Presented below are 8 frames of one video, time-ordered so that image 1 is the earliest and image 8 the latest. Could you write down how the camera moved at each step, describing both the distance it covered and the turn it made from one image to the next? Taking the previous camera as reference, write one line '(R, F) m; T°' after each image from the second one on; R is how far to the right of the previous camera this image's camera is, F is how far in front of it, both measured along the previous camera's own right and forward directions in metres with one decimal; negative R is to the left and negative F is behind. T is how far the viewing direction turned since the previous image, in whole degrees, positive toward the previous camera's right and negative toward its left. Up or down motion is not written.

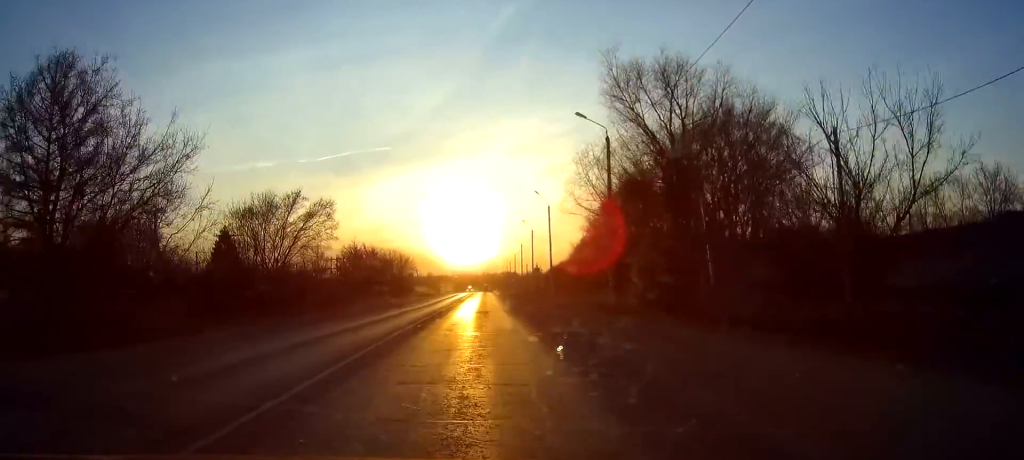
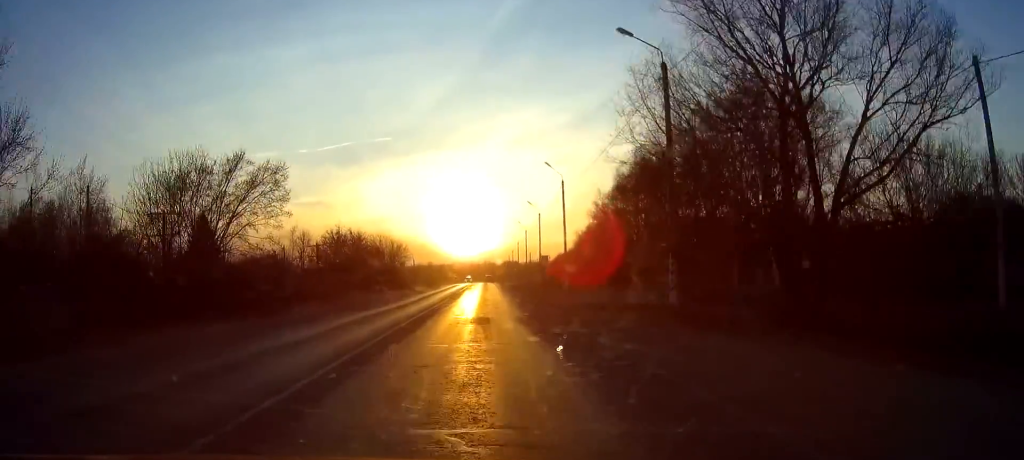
(+0.1, +12.0) m; 0°
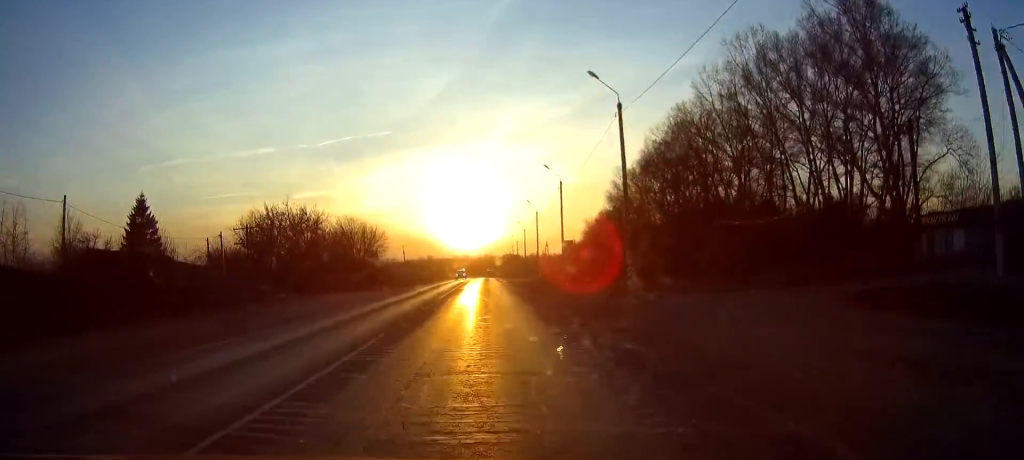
(0.0, +25.5) m; 0°
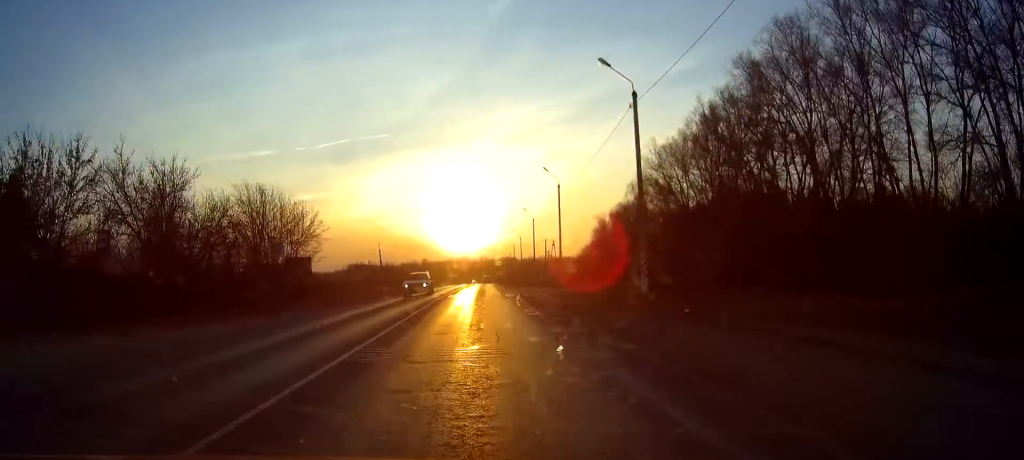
(+0.2, +34.0) m; +1°
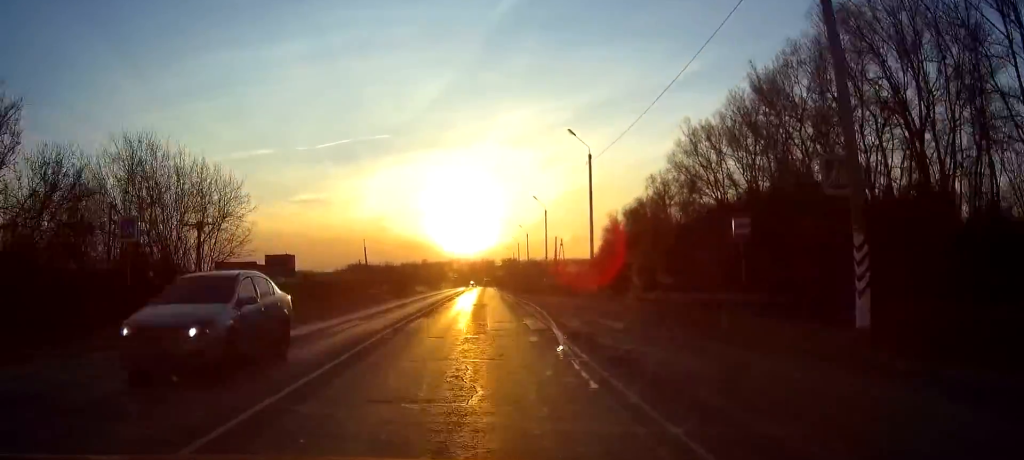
(+0.1, +18.3) m; 0°
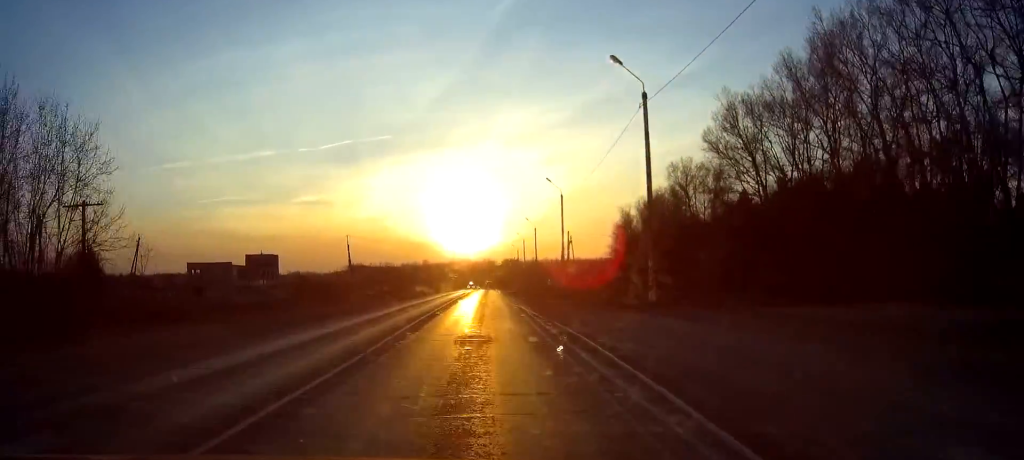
(0.0, +16.2) m; 0°
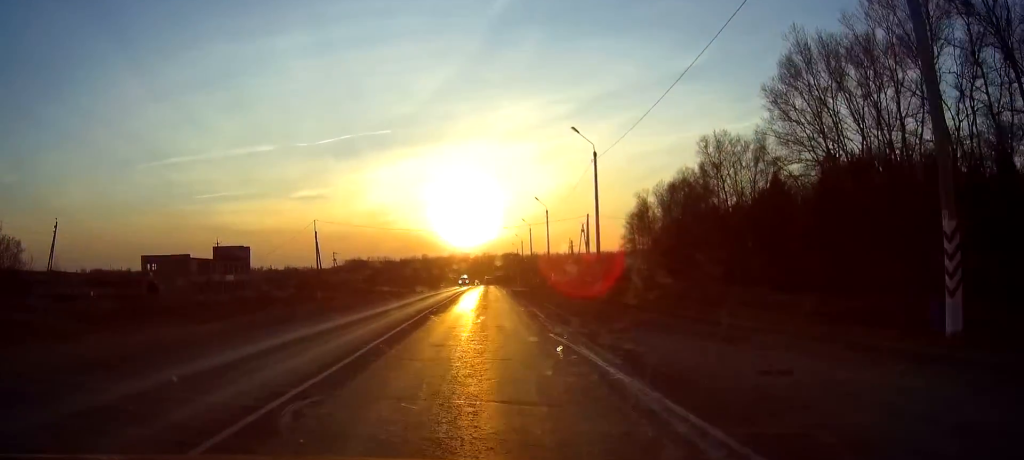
(0.0, +20.5) m; 0°
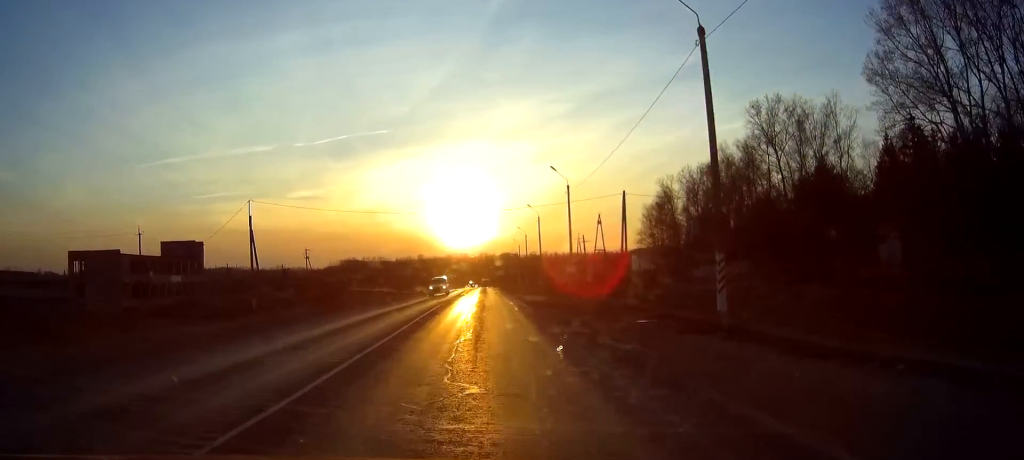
(-0.1, +24.0) m; 0°
